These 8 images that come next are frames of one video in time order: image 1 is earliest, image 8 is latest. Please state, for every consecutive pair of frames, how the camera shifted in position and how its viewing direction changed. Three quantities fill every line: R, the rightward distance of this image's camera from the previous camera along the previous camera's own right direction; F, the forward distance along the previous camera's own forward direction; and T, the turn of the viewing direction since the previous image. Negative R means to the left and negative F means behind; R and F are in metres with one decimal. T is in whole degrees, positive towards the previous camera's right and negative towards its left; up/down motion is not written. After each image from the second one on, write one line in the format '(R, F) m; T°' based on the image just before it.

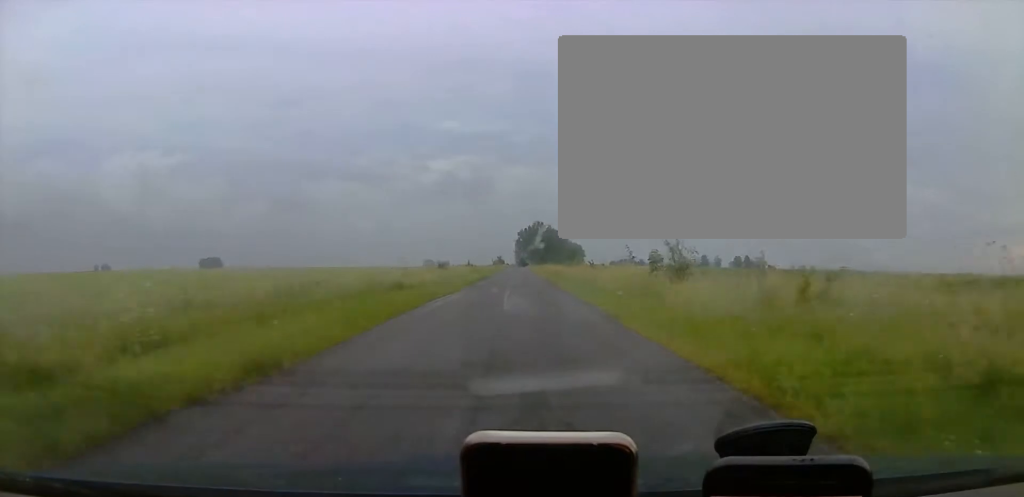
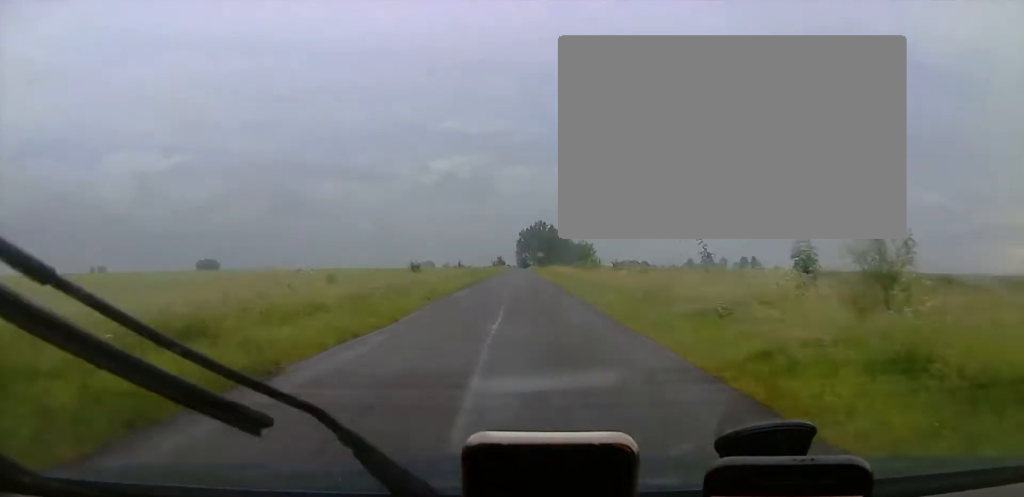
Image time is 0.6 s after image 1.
(+0.2, +18.7) m; +1°
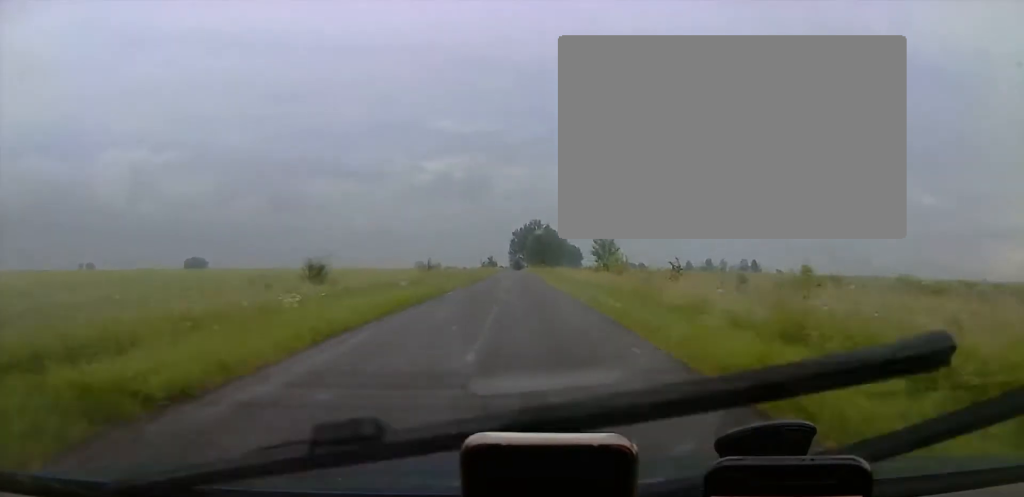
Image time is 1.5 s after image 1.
(+0.4, +26.0) m; 0°
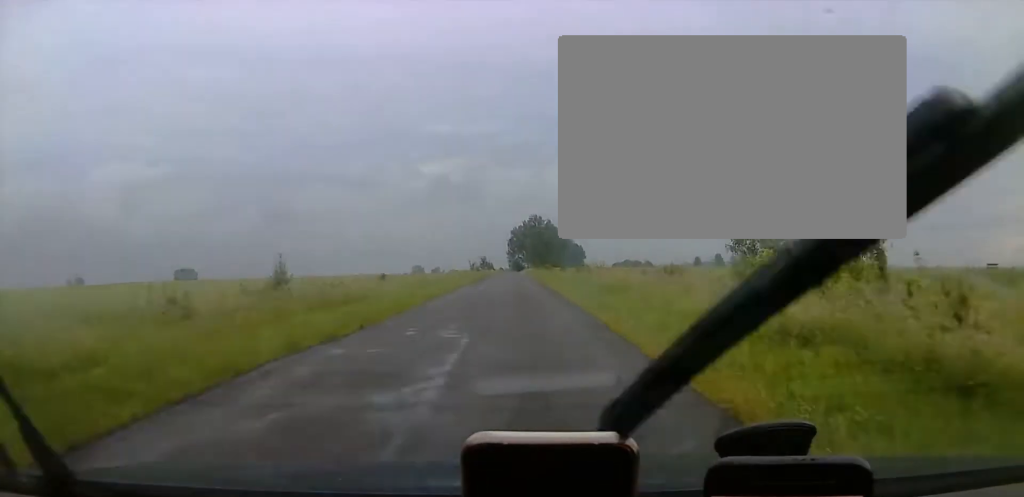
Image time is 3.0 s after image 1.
(-0.6, +37.2) m; -1°
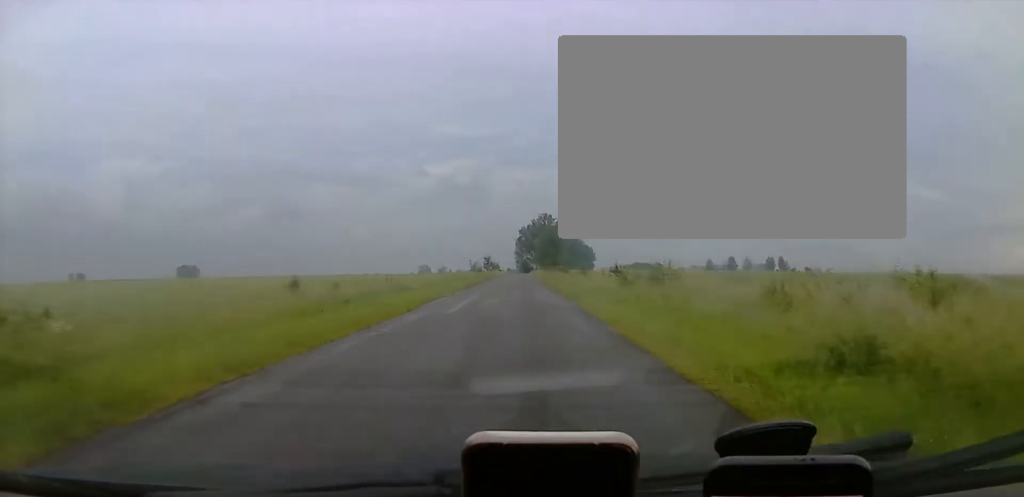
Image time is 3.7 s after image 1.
(-0.1, +18.2) m; 0°
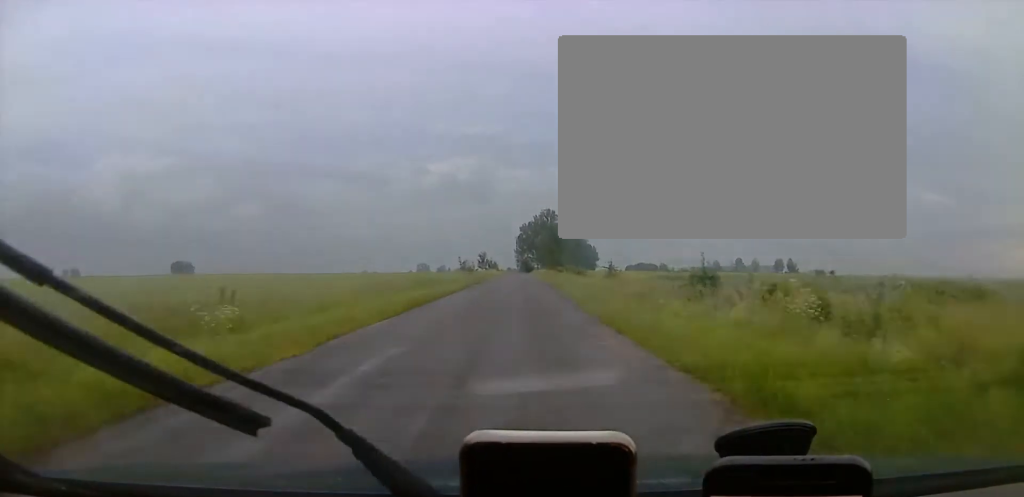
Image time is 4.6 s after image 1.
(0.0, +20.0) m; 0°
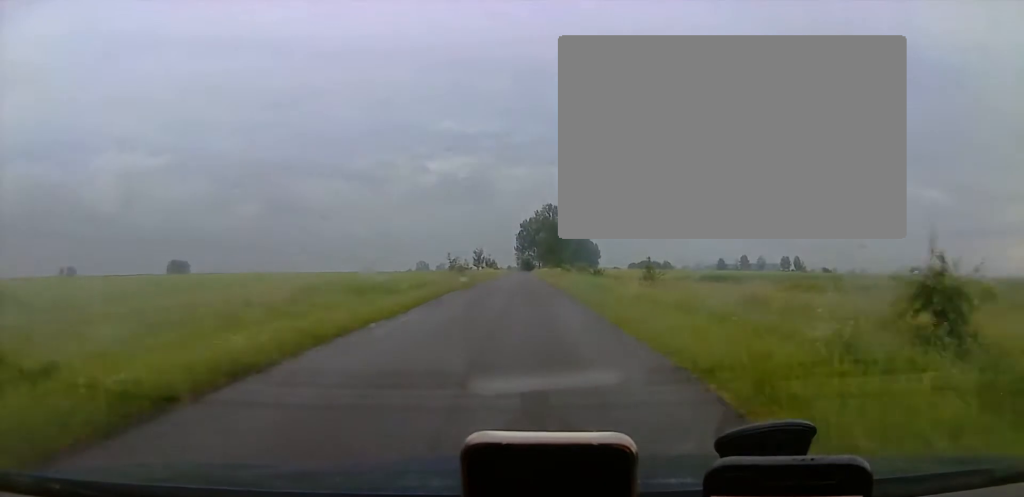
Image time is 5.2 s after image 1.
(-0.1, +12.5) m; 0°
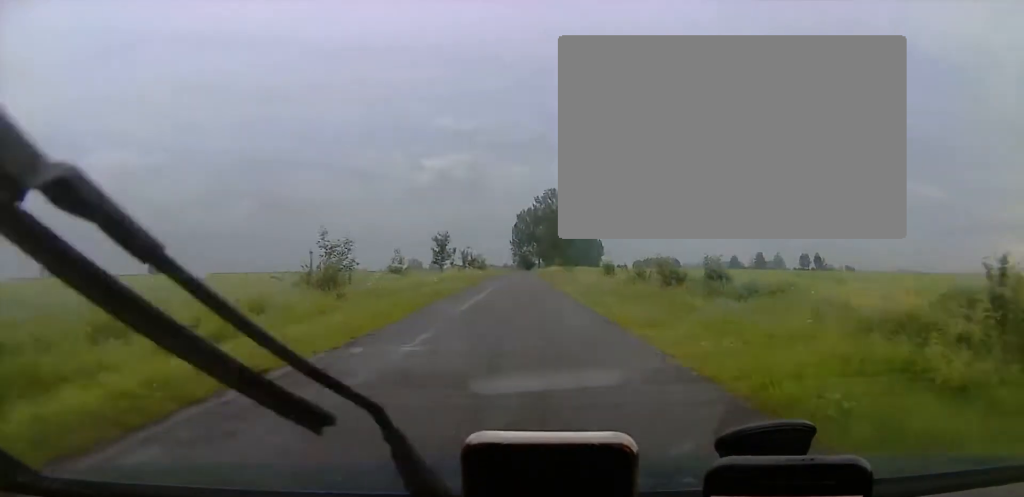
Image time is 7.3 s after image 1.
(+0.5, +45.2) m; +1°
